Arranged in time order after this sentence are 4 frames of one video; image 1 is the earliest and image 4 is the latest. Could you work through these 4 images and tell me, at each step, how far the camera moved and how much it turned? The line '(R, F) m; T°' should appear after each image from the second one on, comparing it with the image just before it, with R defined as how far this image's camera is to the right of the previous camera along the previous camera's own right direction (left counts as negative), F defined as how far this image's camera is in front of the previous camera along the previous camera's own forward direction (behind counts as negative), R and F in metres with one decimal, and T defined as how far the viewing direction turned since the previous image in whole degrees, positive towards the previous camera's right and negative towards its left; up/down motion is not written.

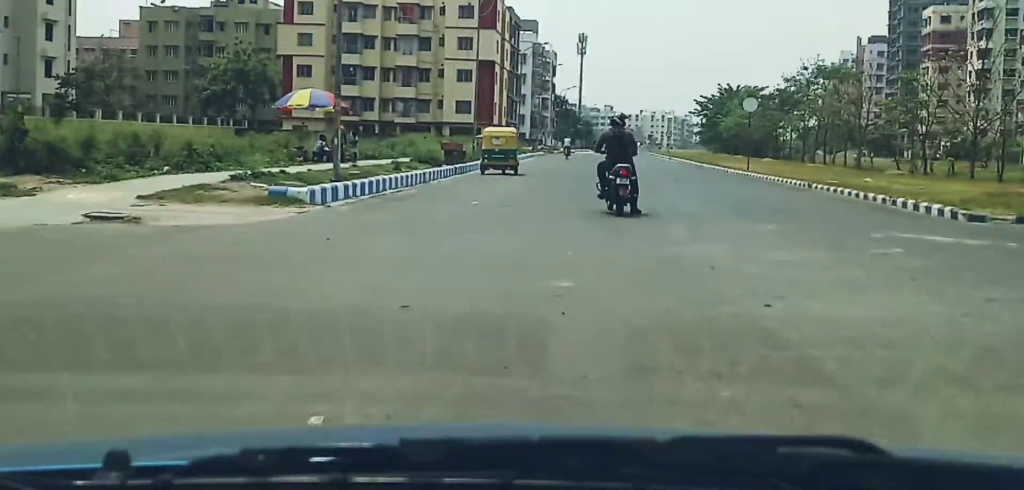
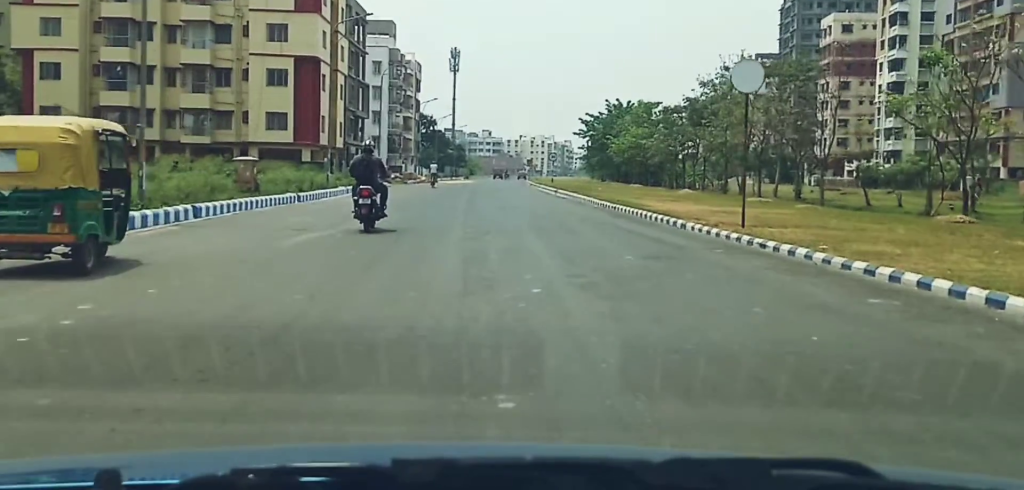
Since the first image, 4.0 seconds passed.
(0.0, +24.9) m; 0°
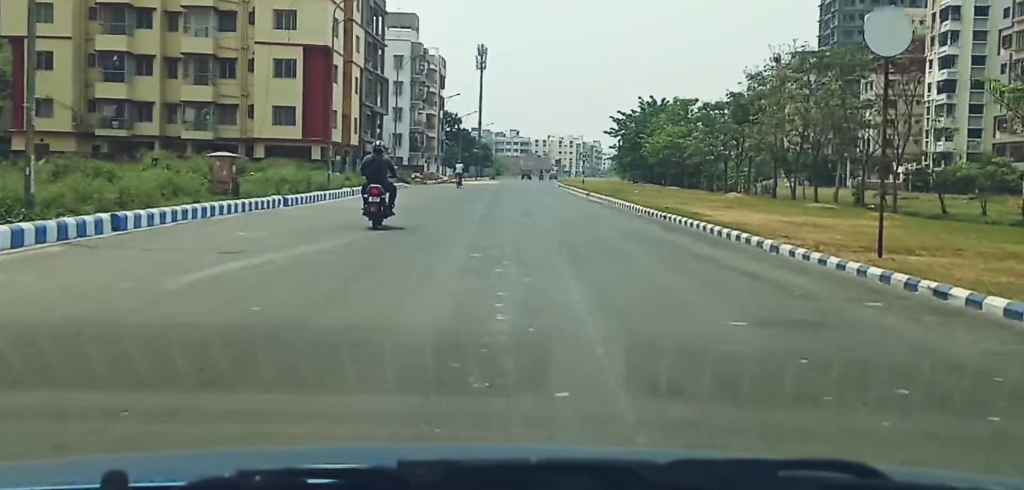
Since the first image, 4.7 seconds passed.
(0.0, +5.1) m; 0°
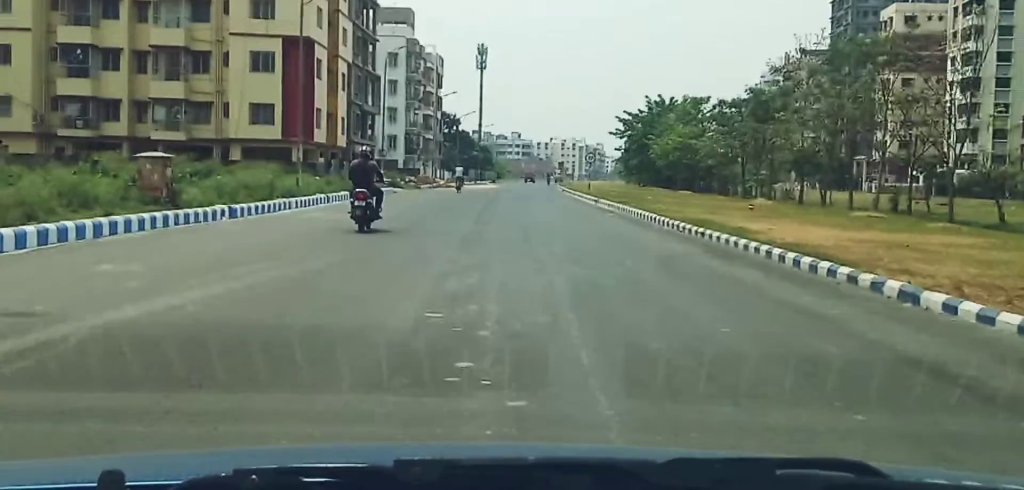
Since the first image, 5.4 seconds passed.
(0.0, +4.8) m; 0°
